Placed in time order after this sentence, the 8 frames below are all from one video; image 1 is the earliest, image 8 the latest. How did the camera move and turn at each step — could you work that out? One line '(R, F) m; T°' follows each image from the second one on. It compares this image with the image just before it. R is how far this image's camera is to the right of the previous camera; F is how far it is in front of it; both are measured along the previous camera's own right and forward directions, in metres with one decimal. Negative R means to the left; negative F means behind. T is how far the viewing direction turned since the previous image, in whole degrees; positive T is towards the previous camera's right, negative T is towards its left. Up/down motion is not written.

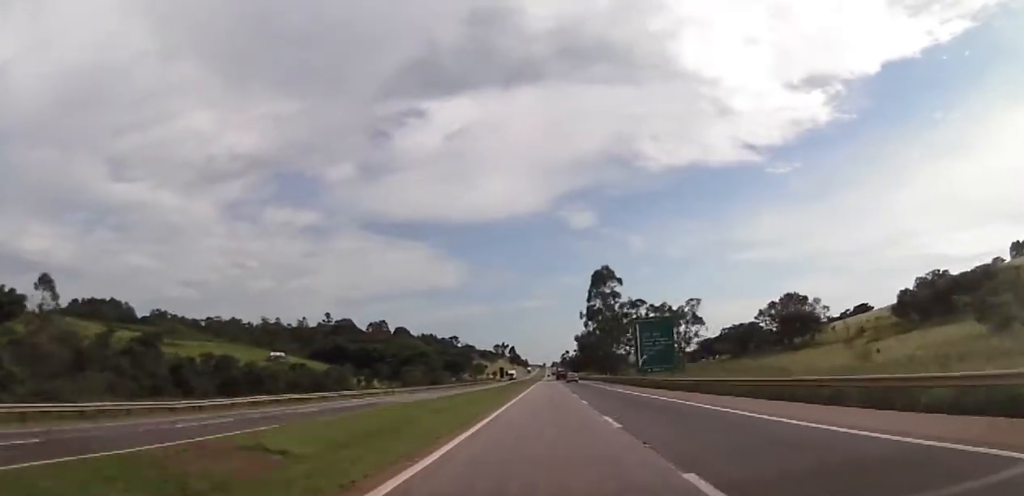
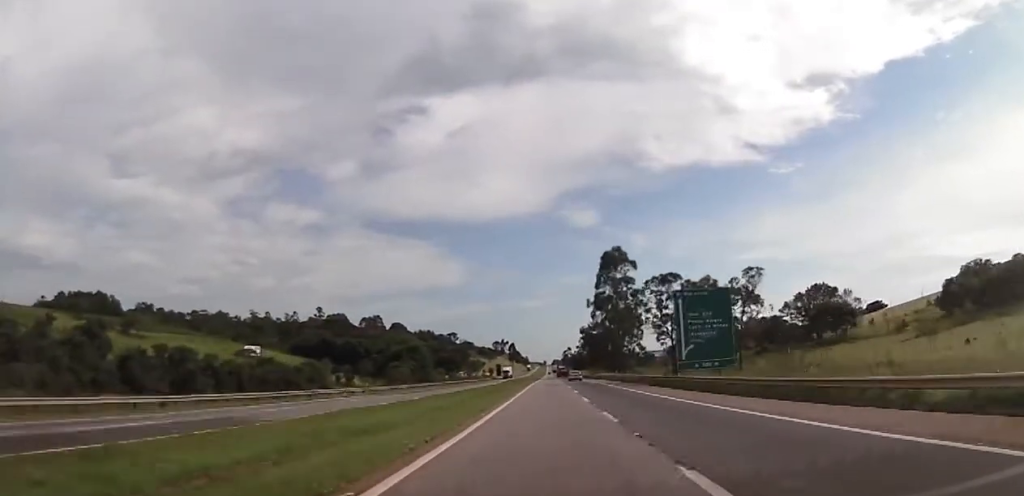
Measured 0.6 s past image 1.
(+0.2, +24.4) m; 0°
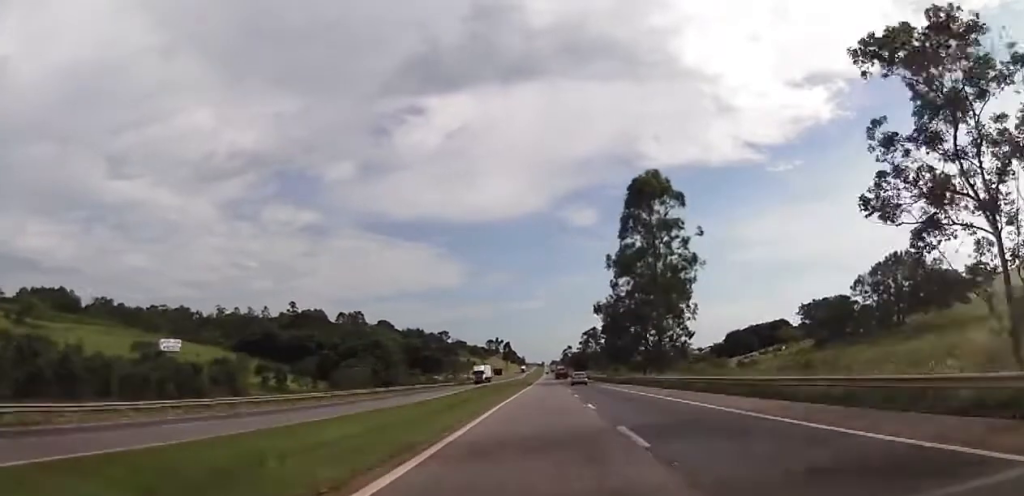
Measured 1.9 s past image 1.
(-0.2, +54.0) m; -1°
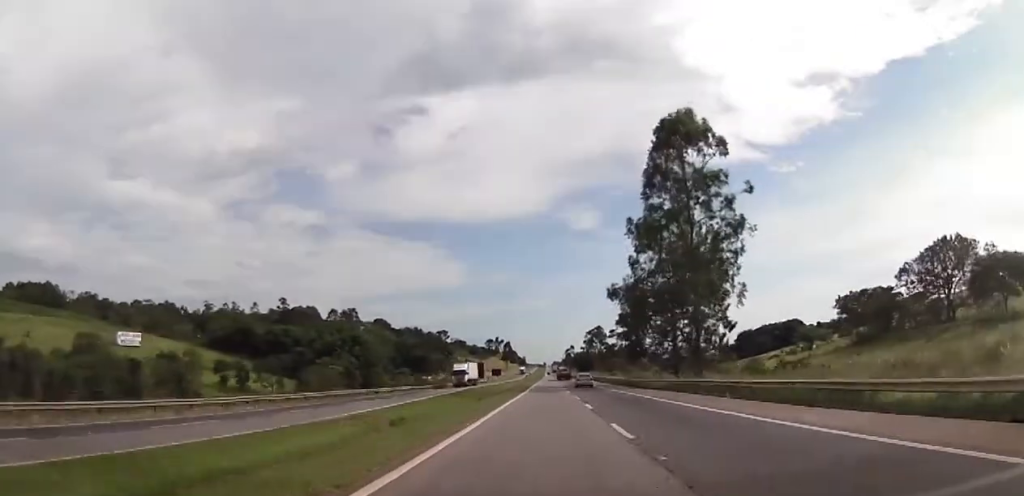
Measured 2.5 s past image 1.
(-0.1, +21.6) m; 0°
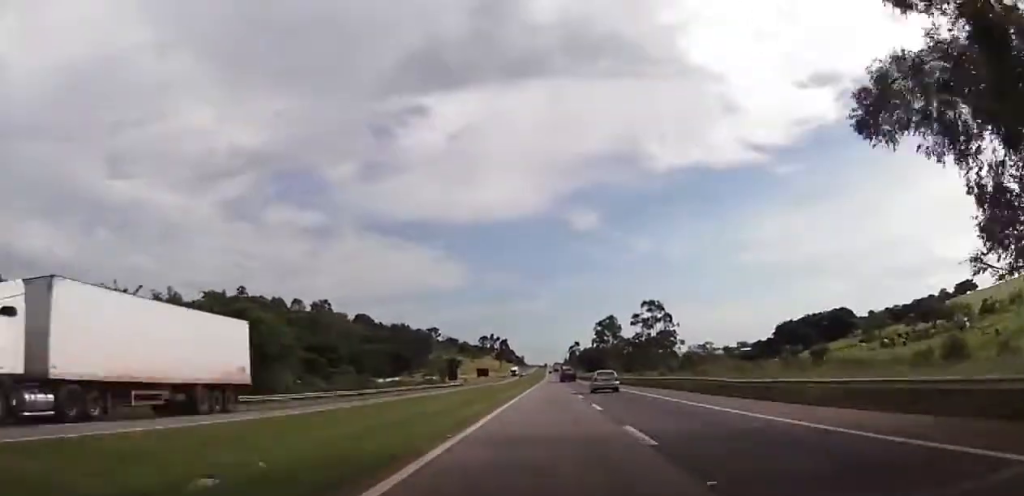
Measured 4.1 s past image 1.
(+0.7, +67.8) m; 0°
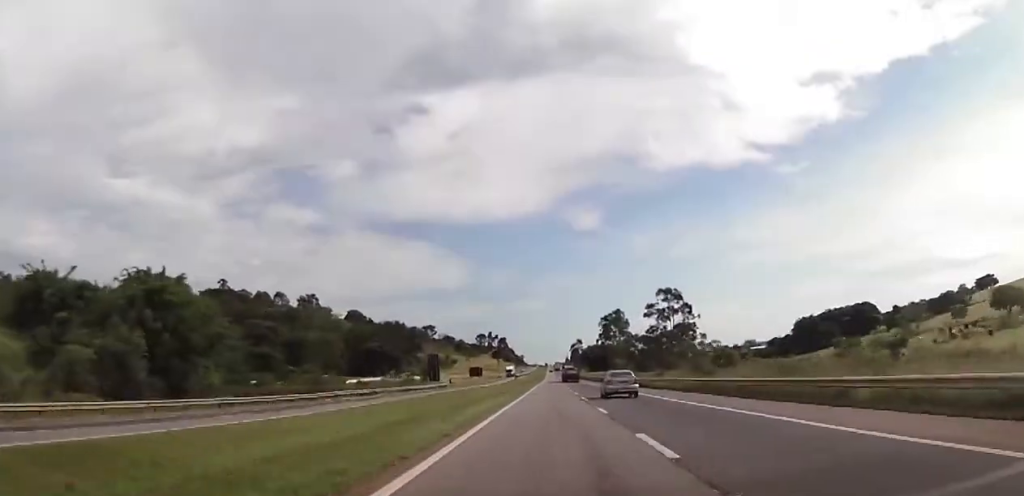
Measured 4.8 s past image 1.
(-0.3, +25.8) m; -1°
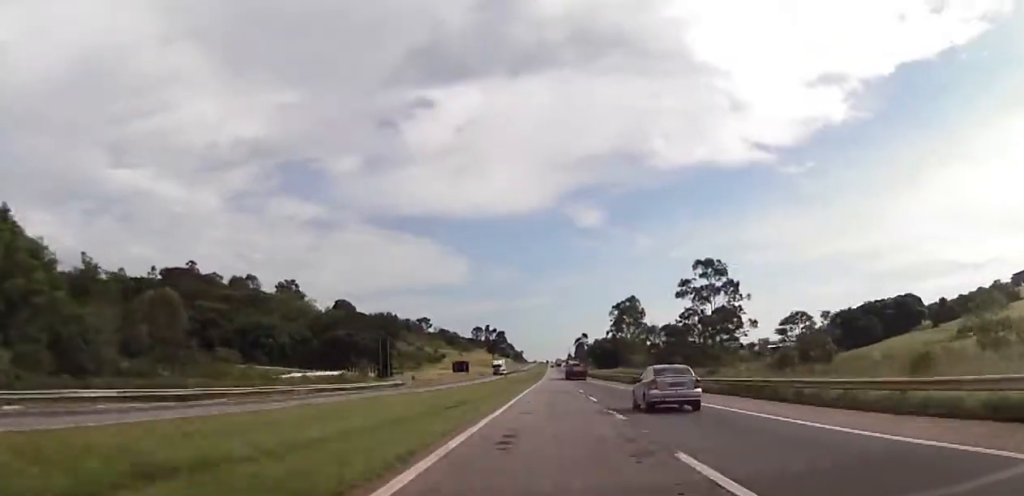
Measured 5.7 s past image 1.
(-0.1, +39.5) m; 0°
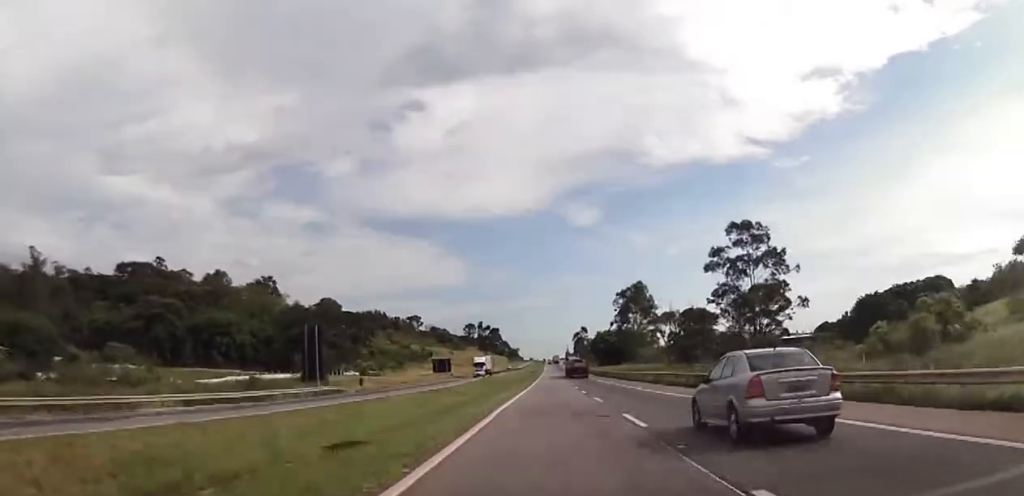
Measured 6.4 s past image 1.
(+0.2, +27.2) m; 0°
